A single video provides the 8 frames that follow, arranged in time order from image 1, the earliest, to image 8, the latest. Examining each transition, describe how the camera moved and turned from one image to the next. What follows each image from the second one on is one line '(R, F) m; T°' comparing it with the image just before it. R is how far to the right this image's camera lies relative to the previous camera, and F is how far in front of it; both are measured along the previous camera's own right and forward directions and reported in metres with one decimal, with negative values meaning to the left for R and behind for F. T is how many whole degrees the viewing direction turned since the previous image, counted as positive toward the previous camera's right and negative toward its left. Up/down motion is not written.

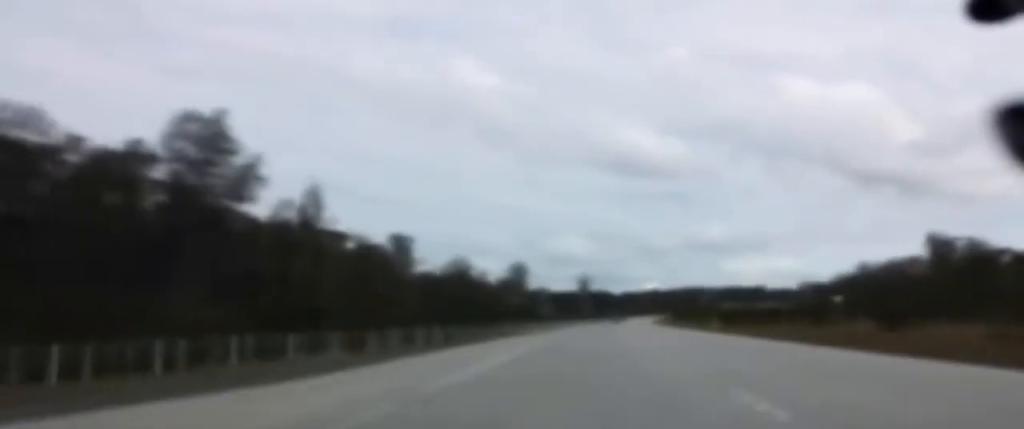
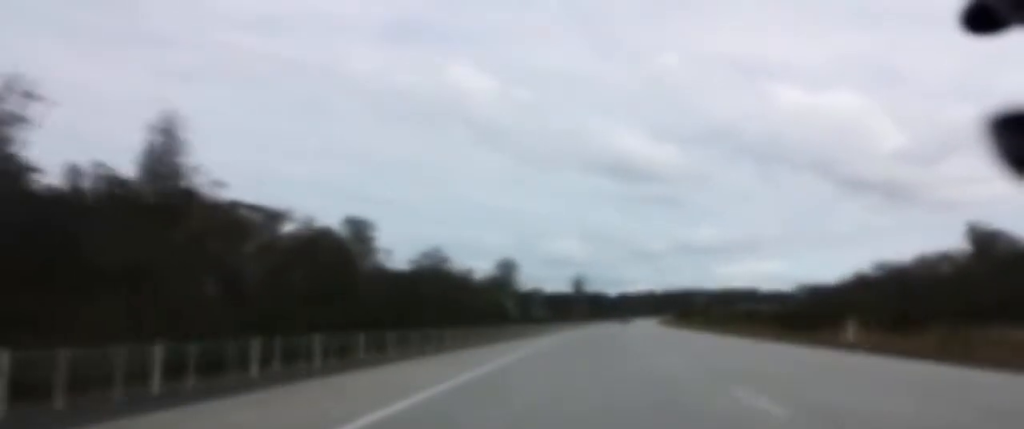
(+0.2, +35.8) m; +1°
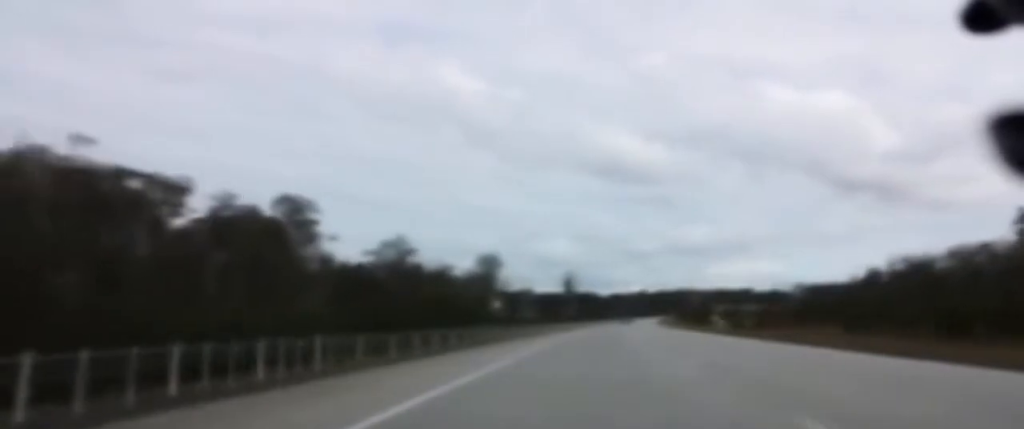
(0.0, +27.7) m; 0°
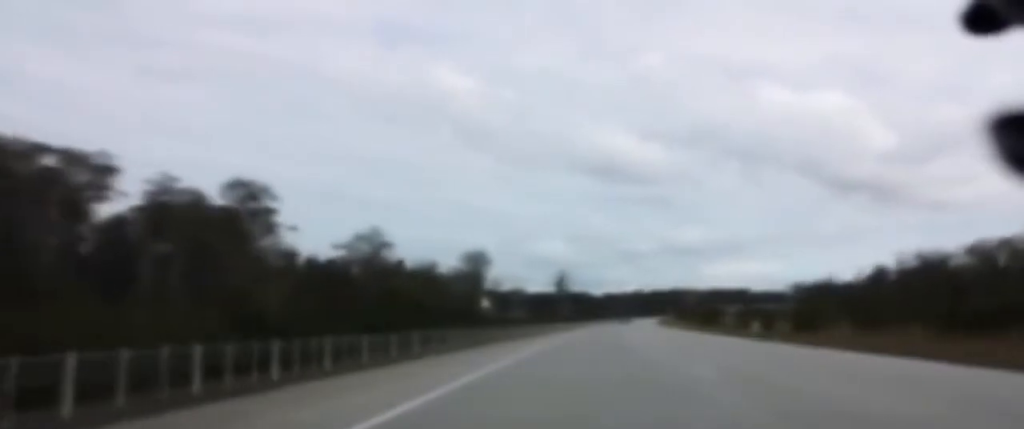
(-0.1, +14.4) m; 0°
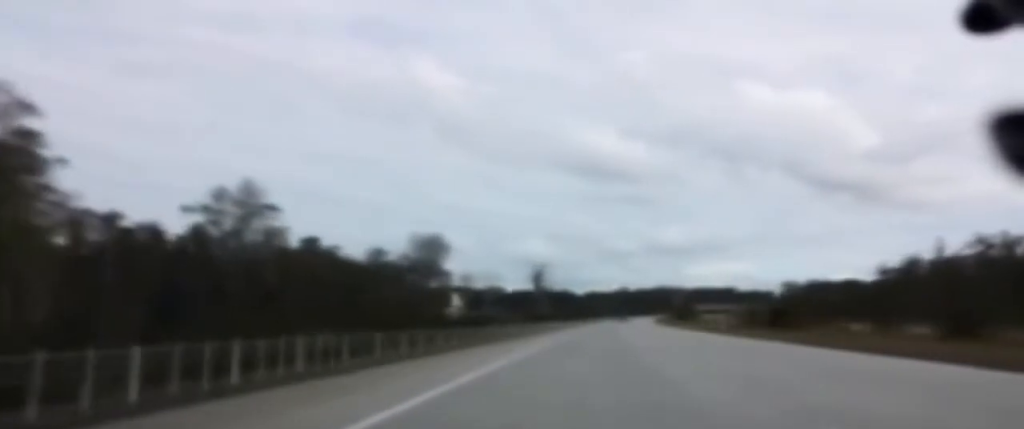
(+0.5, +47.3) m; +1°
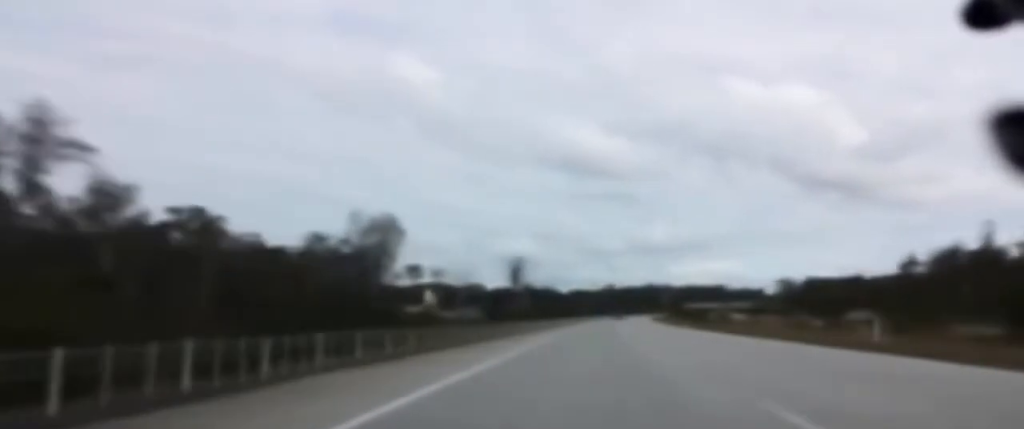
(0.0, +34.8) m; 0°
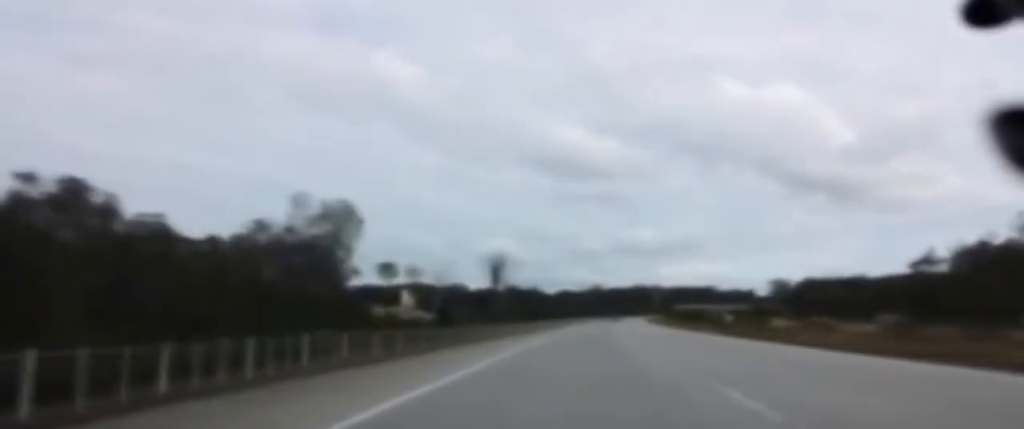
(0.0, +21.4) m; +1°
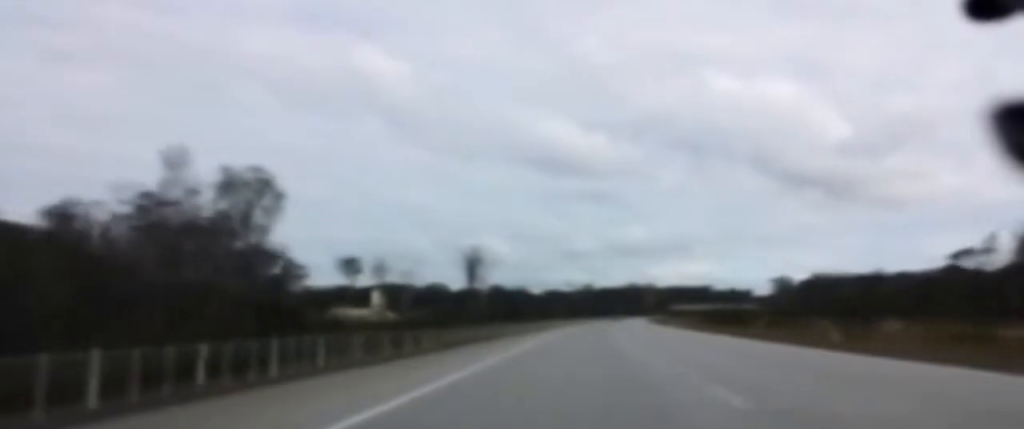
(+0.4, +34.5) m; +1°
